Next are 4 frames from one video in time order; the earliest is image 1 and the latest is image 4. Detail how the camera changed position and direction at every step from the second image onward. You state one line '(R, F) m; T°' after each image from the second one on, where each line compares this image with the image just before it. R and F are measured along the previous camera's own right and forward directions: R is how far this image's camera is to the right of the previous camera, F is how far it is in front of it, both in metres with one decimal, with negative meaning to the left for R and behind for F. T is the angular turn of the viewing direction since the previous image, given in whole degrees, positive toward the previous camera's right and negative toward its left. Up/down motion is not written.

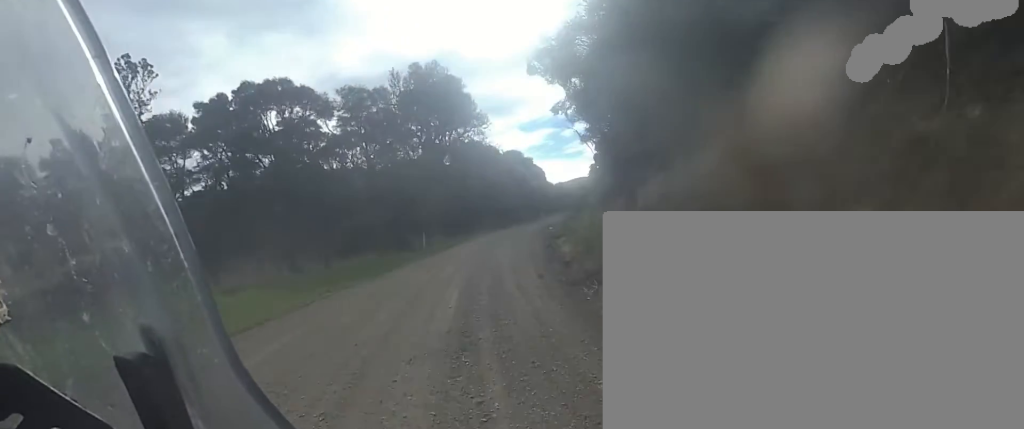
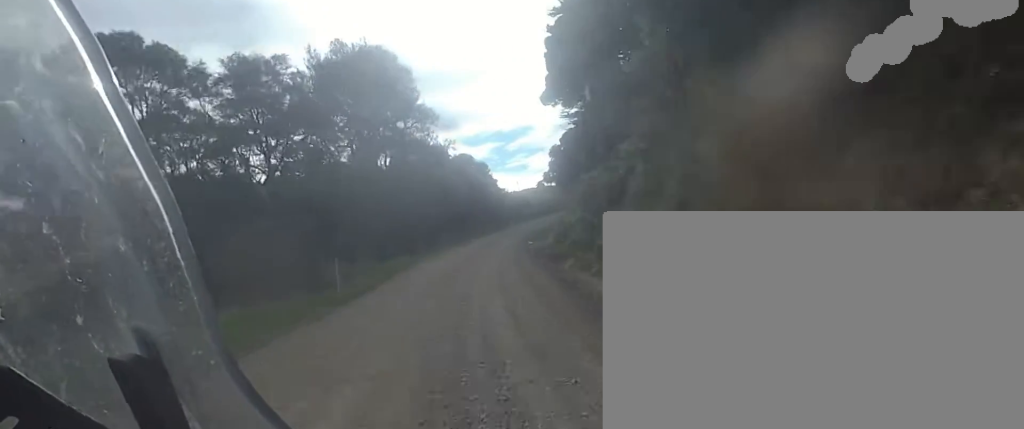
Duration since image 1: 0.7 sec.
(0.0, +9.2) m; +5°
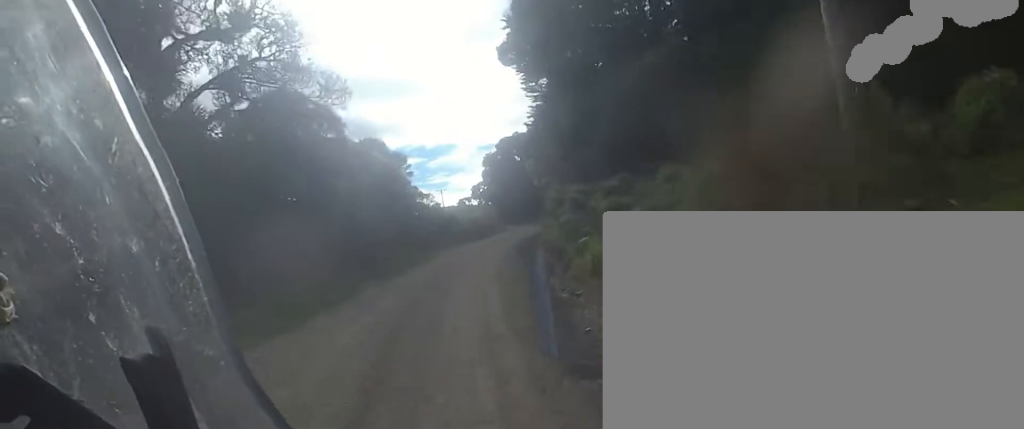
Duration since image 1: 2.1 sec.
(+1.8, +16.0) m; +16°
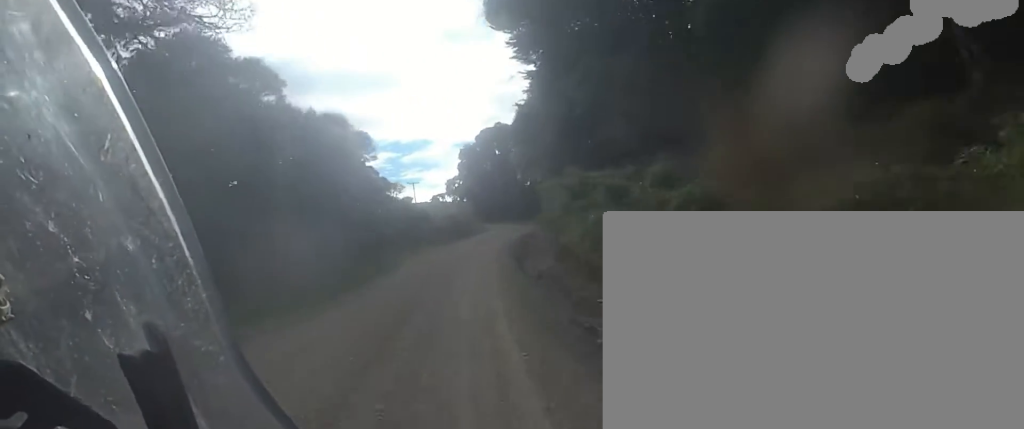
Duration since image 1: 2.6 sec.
(+0.5, +5.9) m; +1°
